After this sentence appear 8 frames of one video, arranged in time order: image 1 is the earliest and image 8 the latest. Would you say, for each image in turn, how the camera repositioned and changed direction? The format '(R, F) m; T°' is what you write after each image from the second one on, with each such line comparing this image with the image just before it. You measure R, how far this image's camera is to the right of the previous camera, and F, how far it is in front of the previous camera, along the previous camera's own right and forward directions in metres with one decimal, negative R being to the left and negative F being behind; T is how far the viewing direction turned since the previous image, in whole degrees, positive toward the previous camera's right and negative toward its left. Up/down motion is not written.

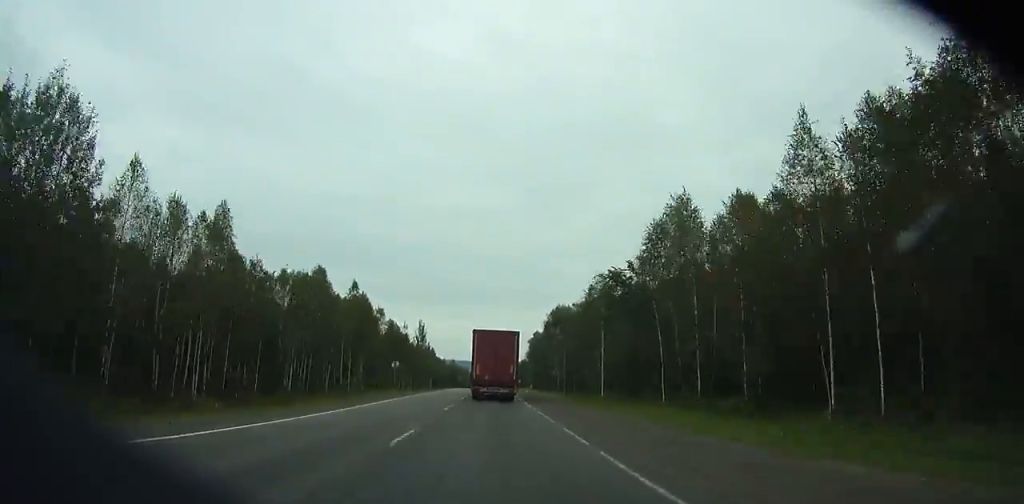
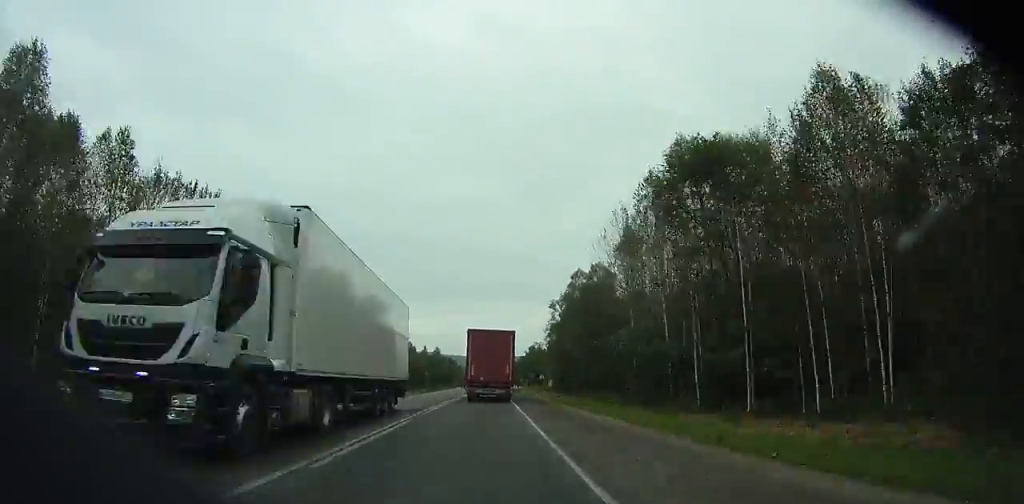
(+0.4, +71.9) m; 0°
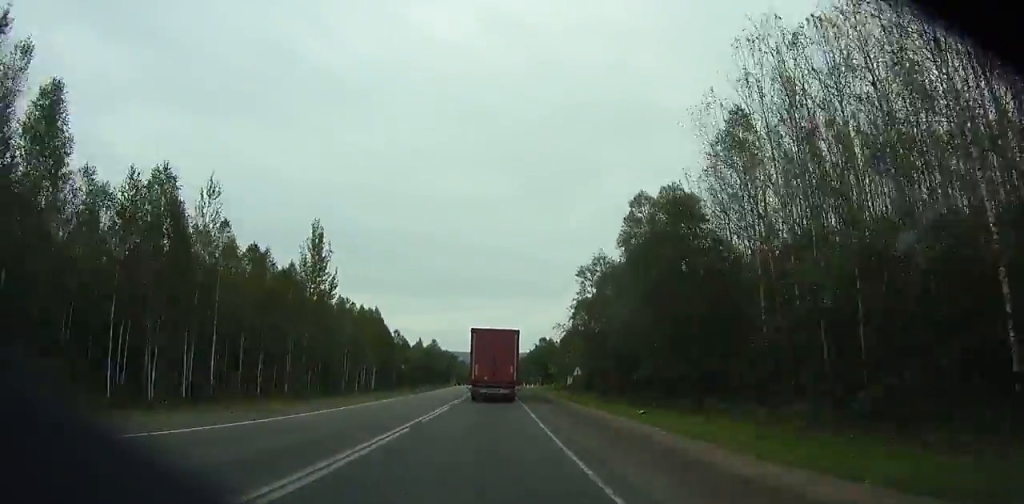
(+0.1, +25.8) m; 0°
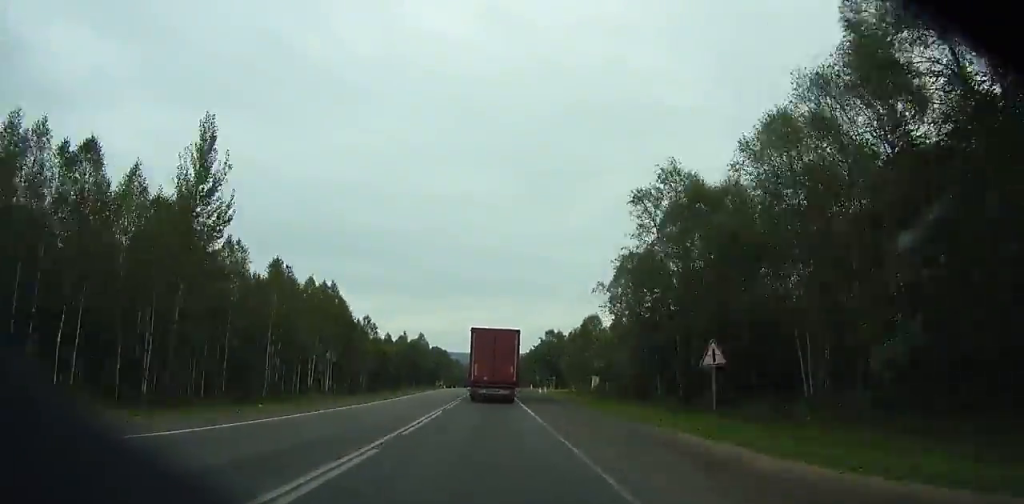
(-0.1, +27.6) m; 0°
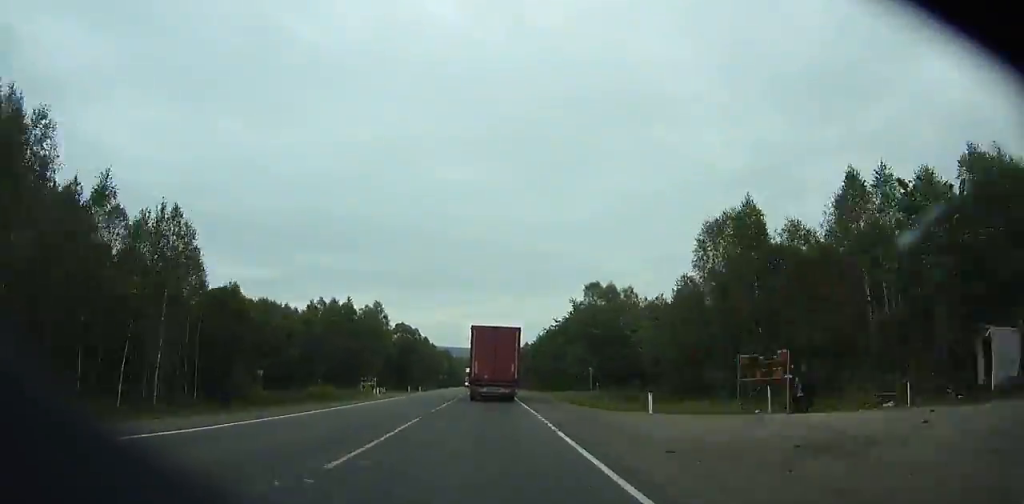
(-0.3, +62.8) m; 0°
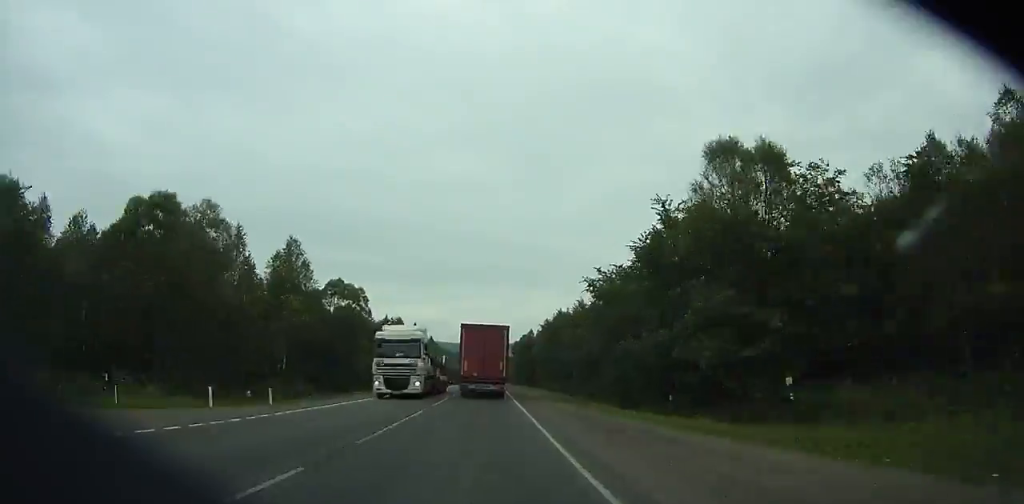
(+0.1, +46.8) m; 0°
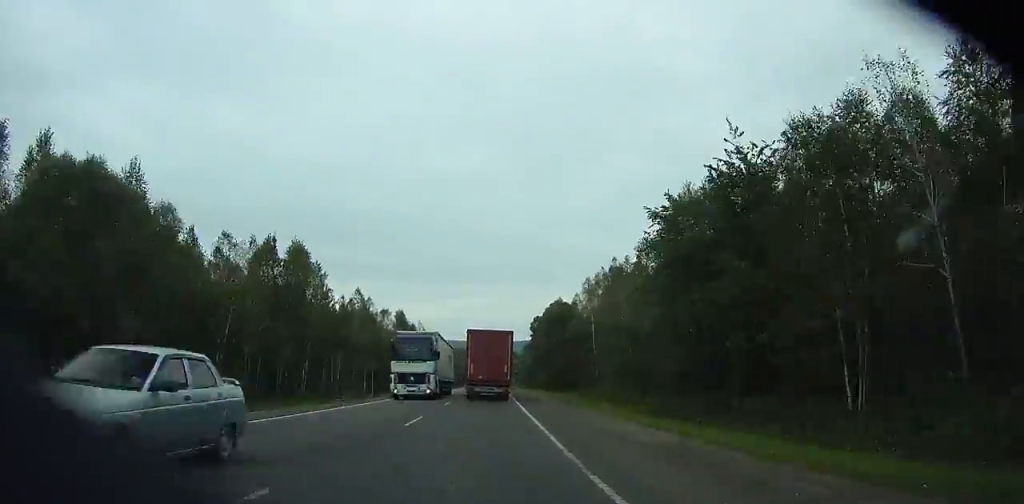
(+0.1, +74.0) m; 0°
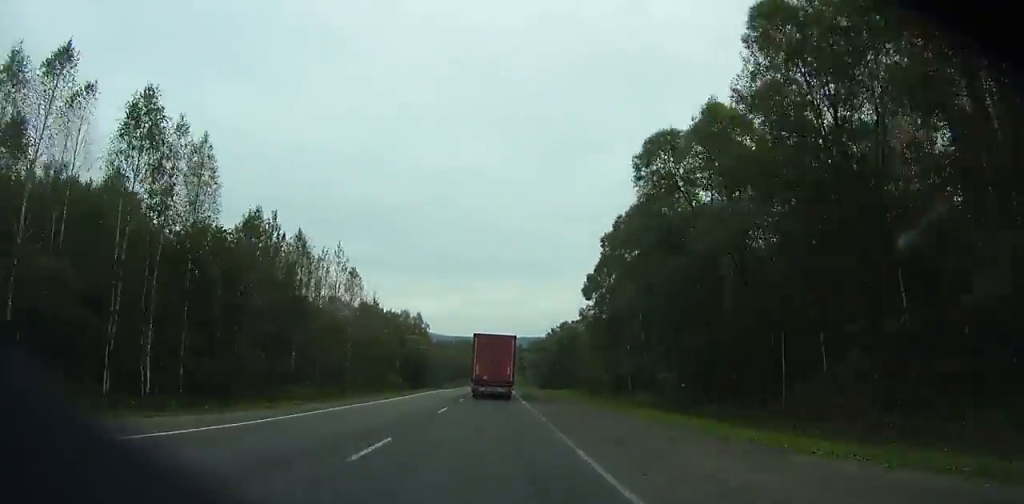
(-0.4, +90.7) m; 0°
